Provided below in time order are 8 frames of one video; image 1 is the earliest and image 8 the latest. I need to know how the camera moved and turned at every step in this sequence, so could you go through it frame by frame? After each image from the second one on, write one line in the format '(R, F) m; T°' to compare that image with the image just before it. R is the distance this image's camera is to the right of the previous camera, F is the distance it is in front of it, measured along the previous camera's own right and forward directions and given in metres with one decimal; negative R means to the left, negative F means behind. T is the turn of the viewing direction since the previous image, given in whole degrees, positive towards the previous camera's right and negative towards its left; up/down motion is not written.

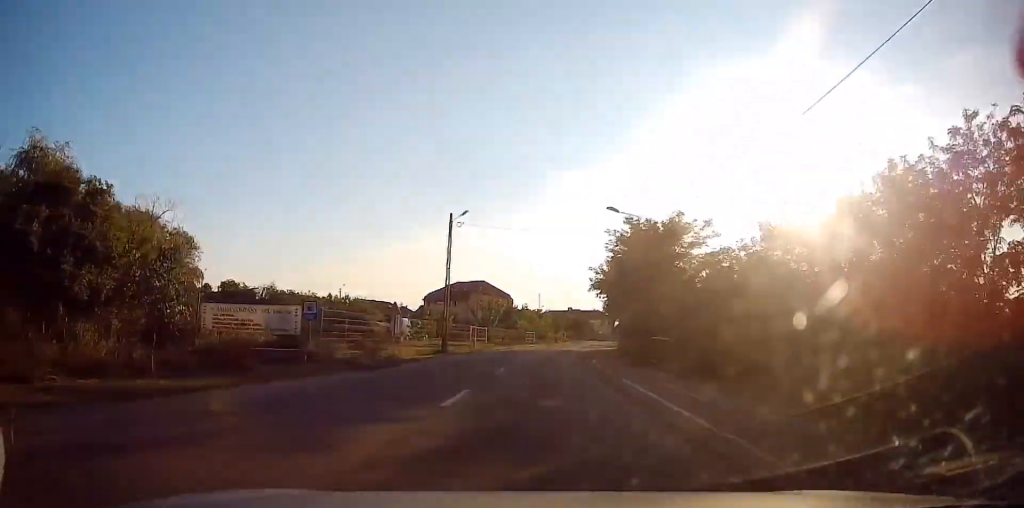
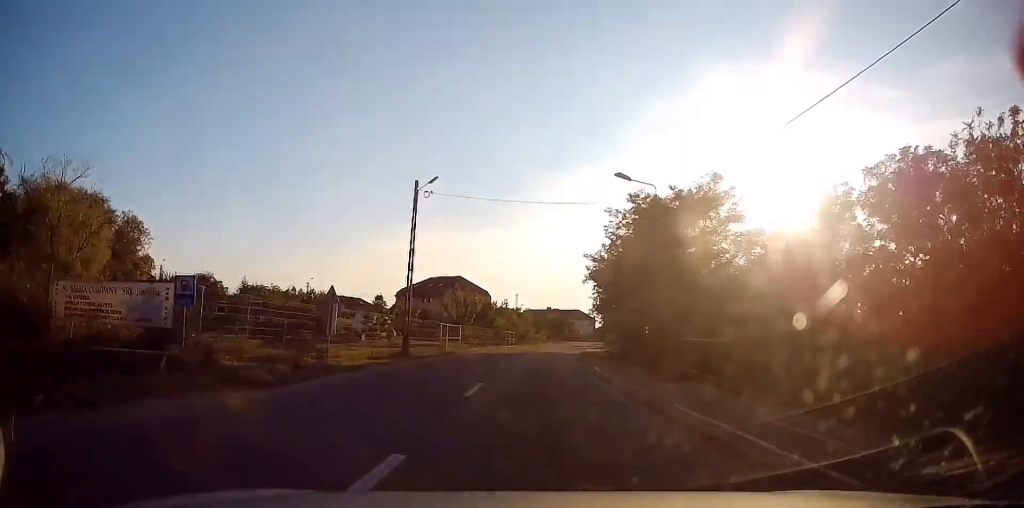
(0.0, +6.7) m; +4°
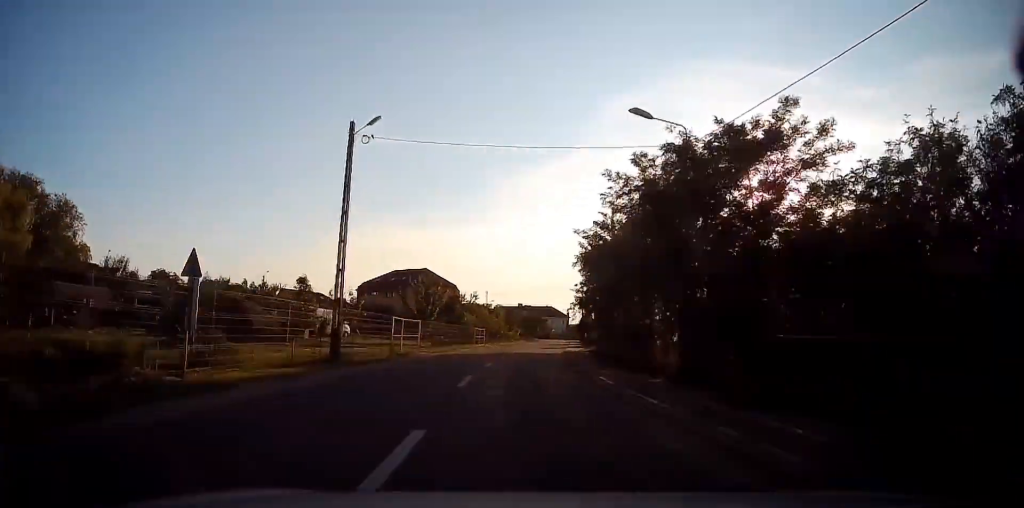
(+0.7, +6.9) m; +5°
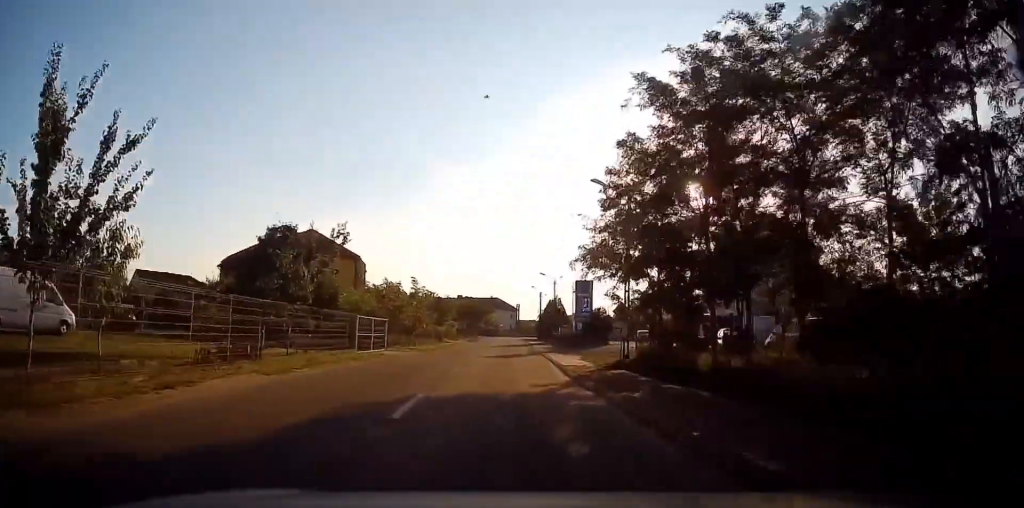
(+1.1, +29.6) m; +3°
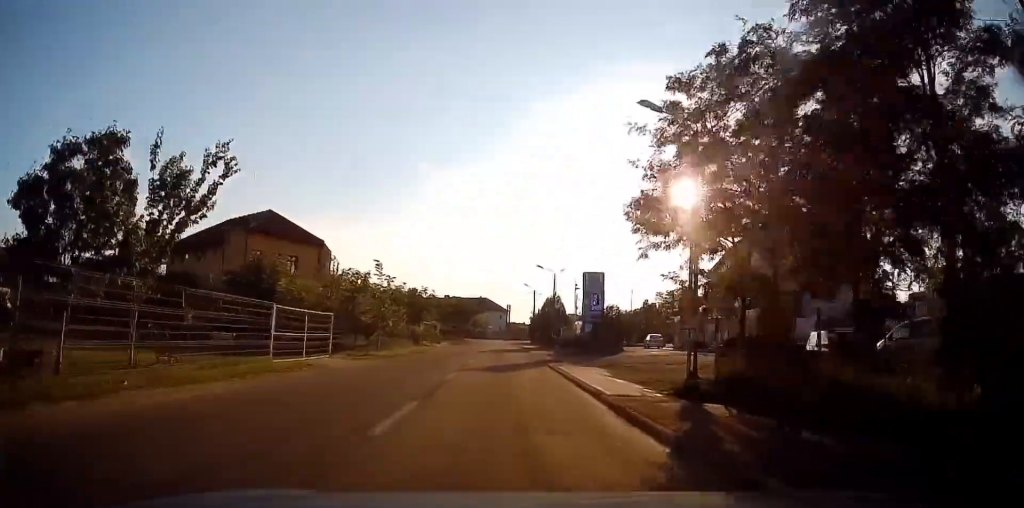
(+0.3, +9.6) m; +2°
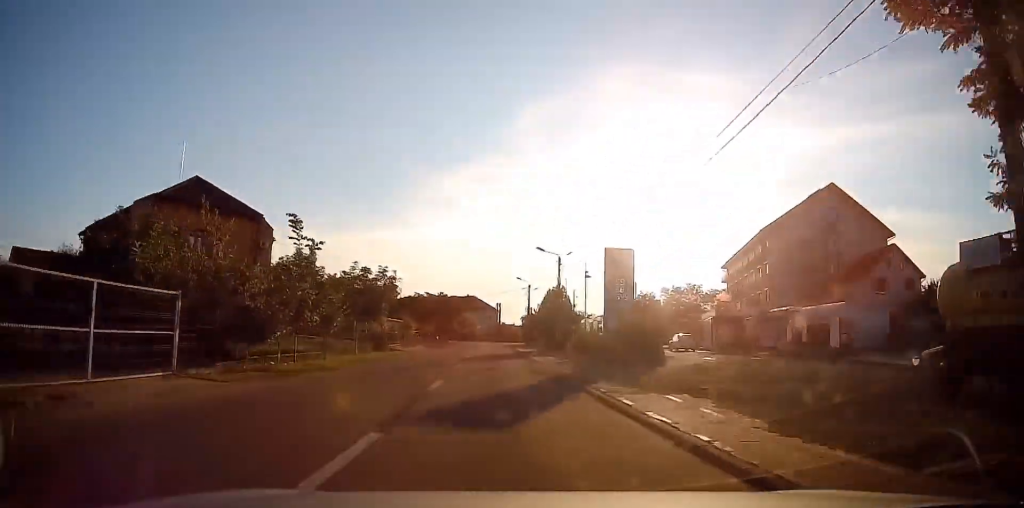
(+0.2, +11.4) m; +2°
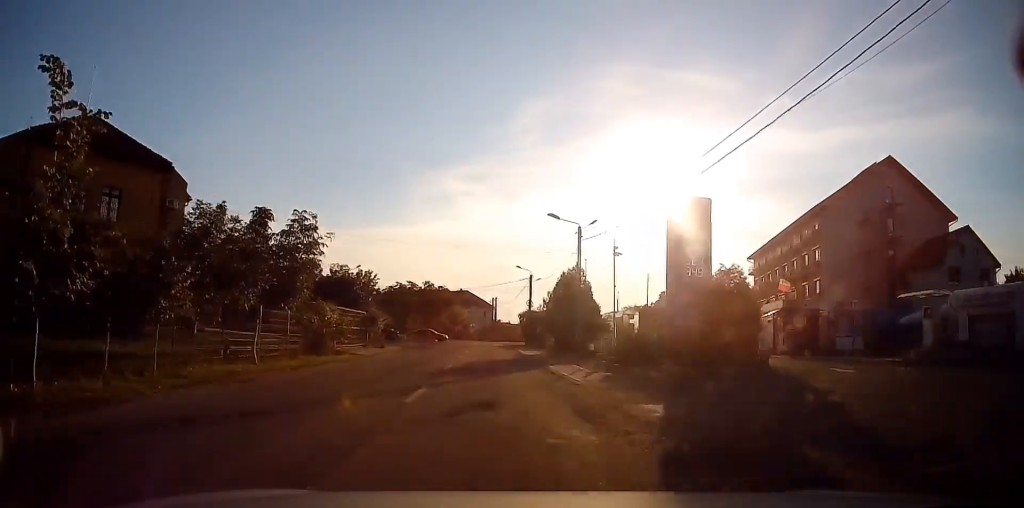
(+0.2, +11.4) m; +1°
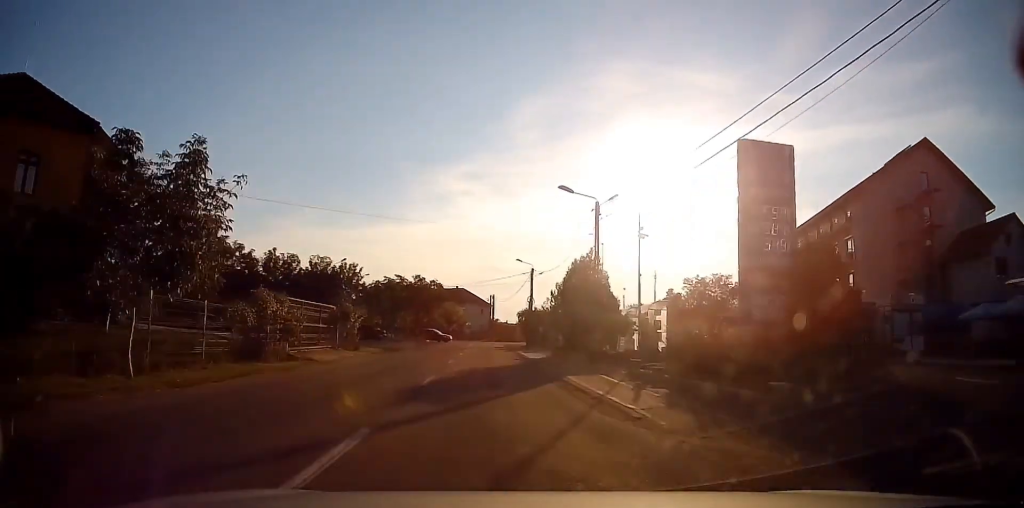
(+0.1, +5.9) m; 0°
